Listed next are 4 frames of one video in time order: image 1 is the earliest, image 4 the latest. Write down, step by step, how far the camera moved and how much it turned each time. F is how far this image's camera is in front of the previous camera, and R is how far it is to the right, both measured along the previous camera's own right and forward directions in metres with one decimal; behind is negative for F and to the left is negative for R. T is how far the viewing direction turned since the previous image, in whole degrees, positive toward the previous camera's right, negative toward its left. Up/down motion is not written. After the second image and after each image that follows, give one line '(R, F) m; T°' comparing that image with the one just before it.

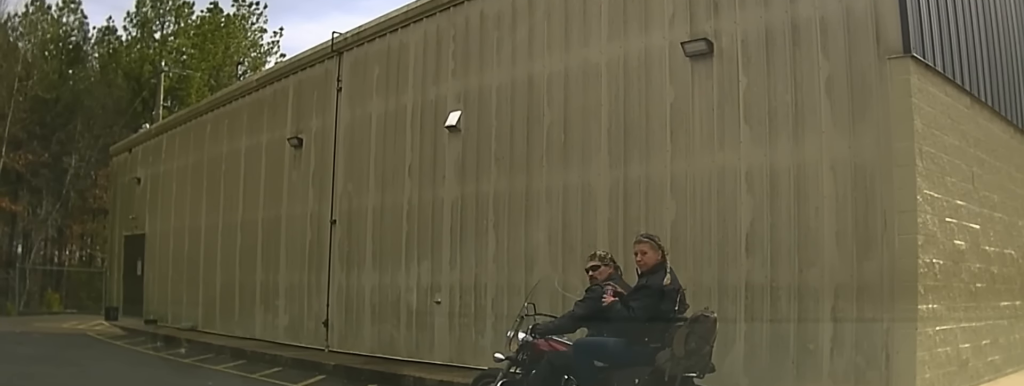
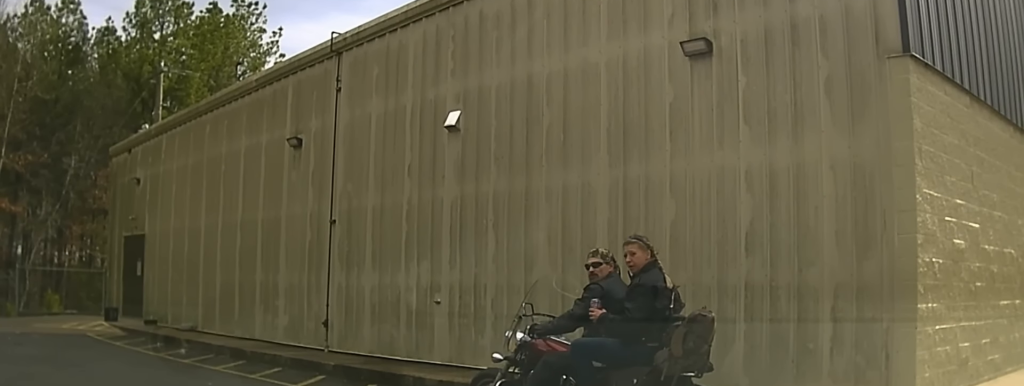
(-0.1, -0.1) m; 0°
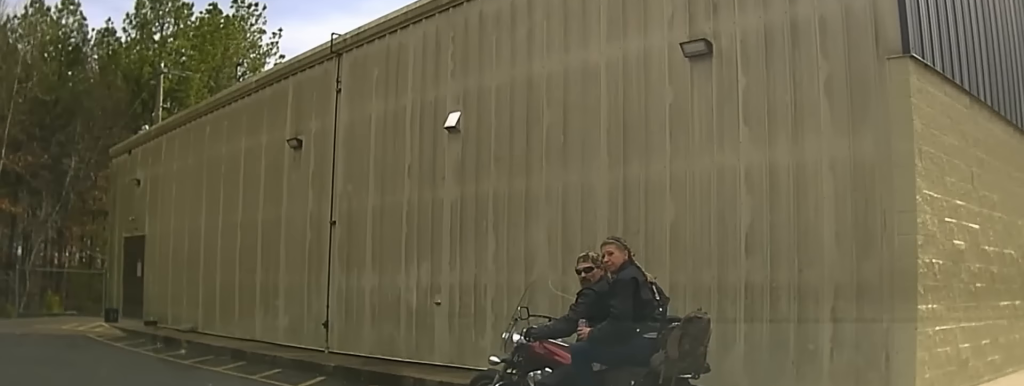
(-0.2, -0.1) m; 0°
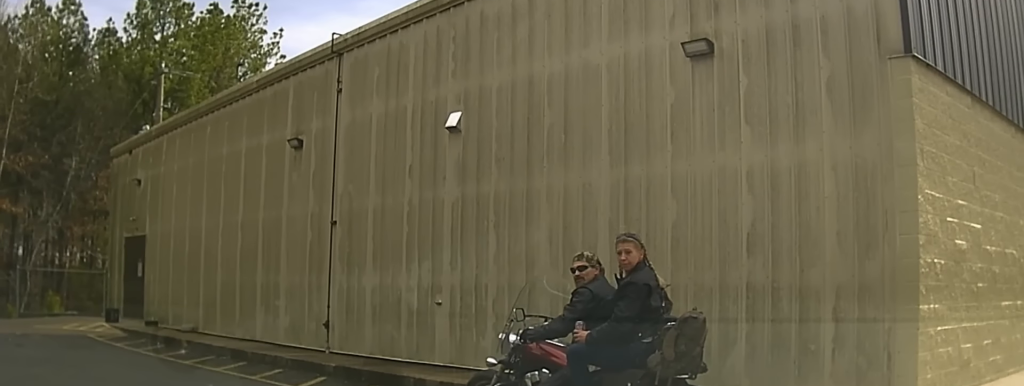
(-0.3, 0.0) m; 0°
